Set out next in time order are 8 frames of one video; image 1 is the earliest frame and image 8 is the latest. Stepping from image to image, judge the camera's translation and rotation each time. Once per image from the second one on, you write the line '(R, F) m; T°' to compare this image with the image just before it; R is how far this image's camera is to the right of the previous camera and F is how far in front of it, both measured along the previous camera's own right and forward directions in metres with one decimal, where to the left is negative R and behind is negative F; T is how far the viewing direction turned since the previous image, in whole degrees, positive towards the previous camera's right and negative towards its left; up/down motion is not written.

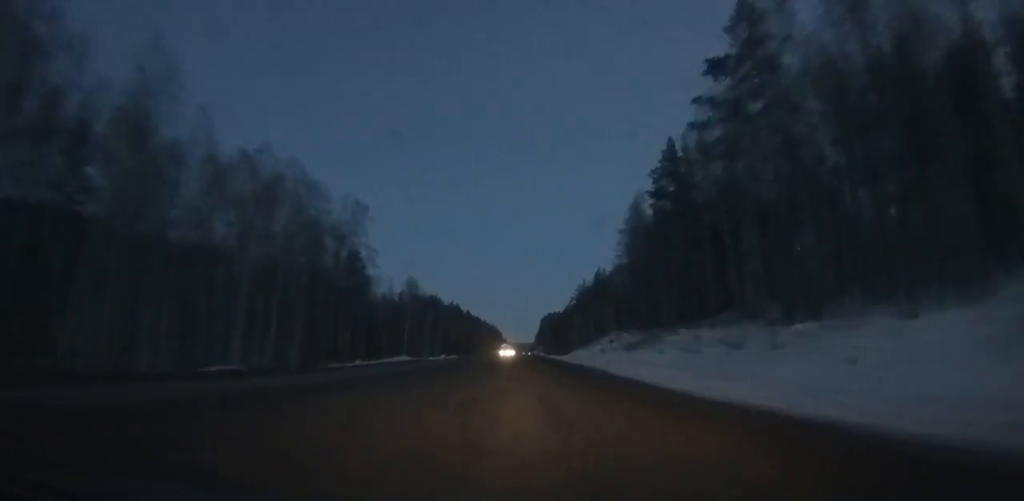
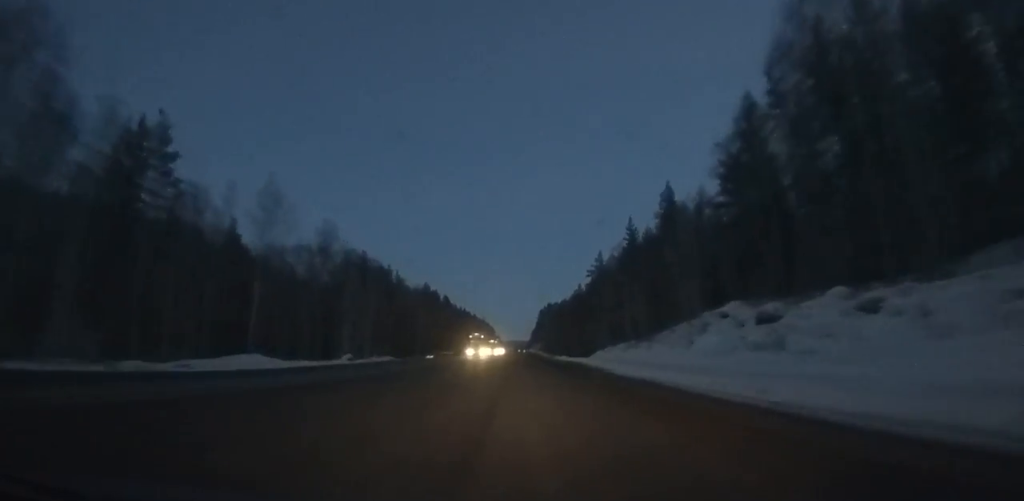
(-0.2, +60.1) m; 0°
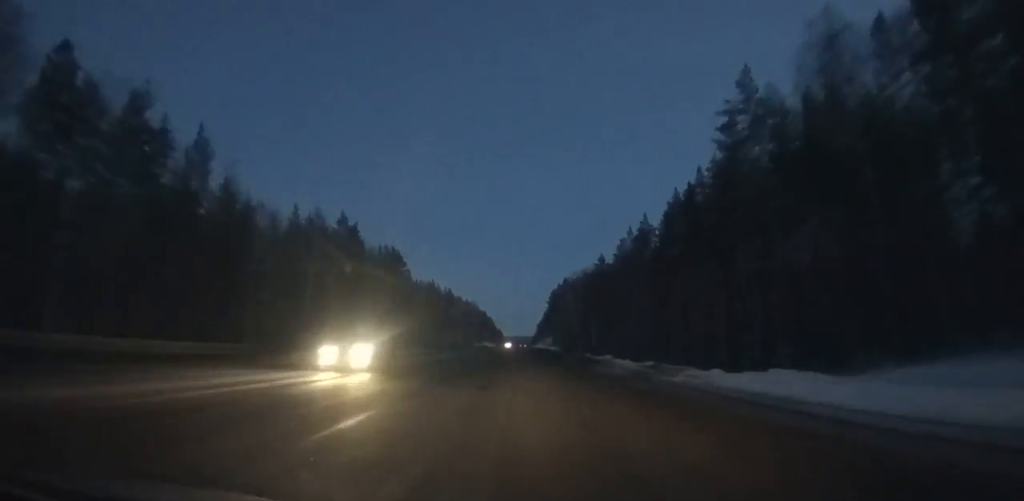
(-0.3, +84.1) m; 0°
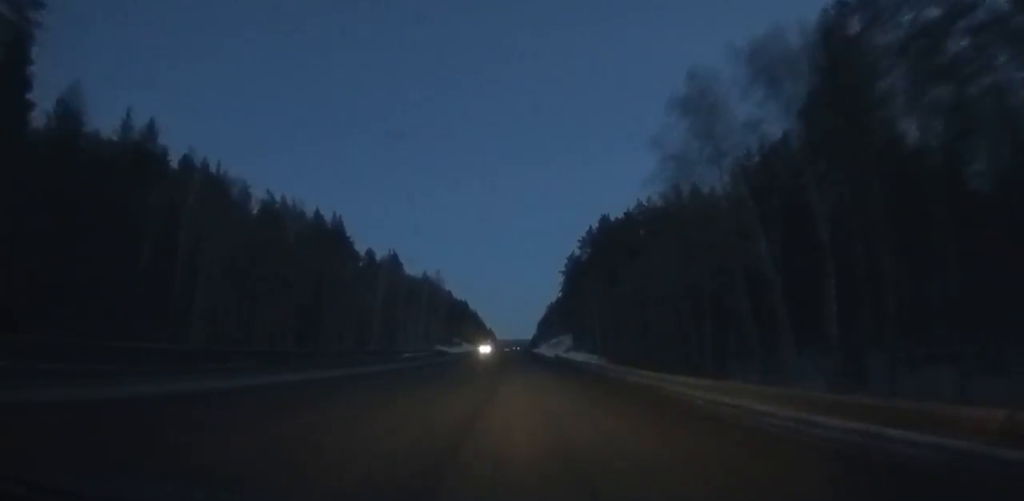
(+0.7, +105.5) m; 0°
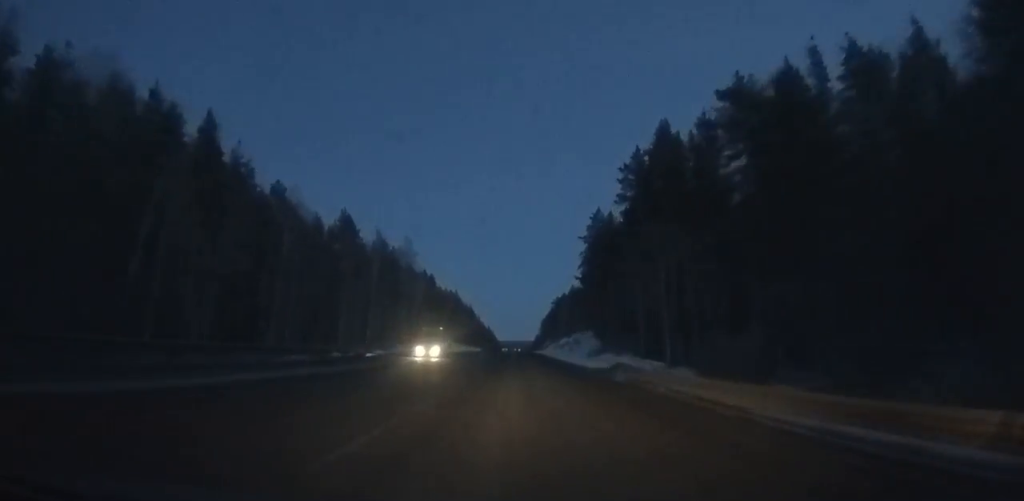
(-0.1, +43.2) m; 0°
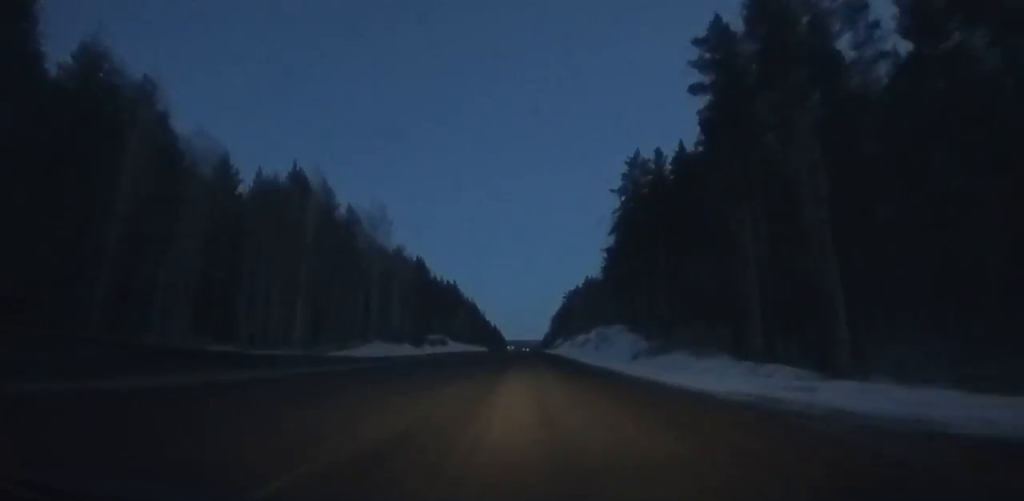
(-0.1, +26.6) m; 0°
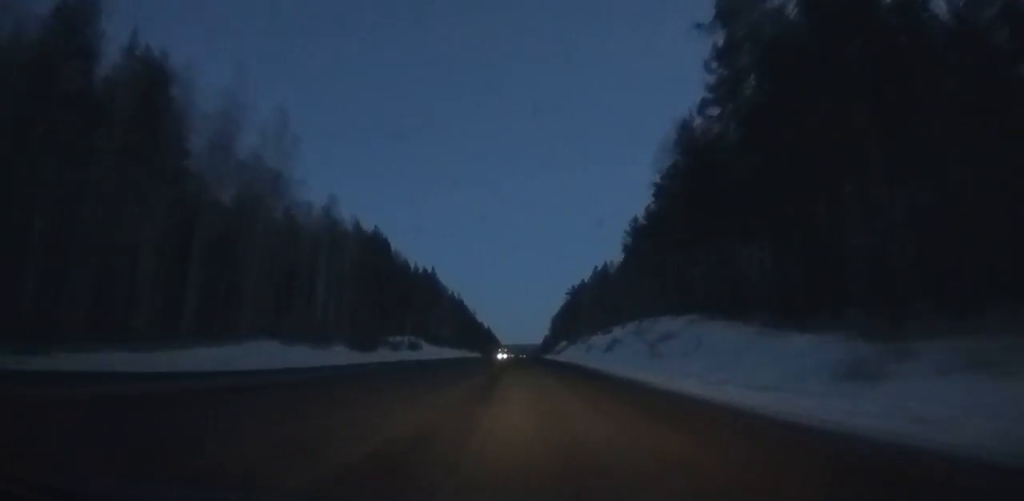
(-0.1, +36.7) m; 0°
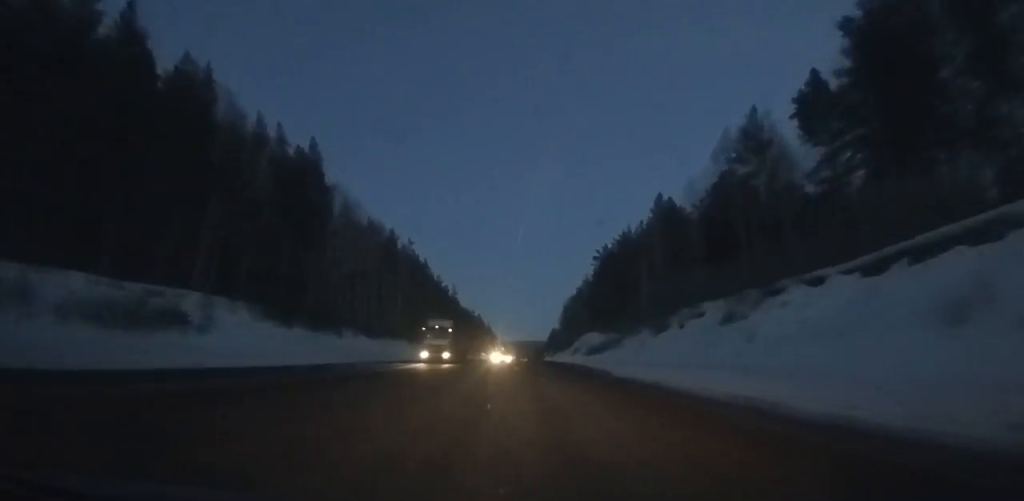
(-0.2, +84.4) m; 0°
